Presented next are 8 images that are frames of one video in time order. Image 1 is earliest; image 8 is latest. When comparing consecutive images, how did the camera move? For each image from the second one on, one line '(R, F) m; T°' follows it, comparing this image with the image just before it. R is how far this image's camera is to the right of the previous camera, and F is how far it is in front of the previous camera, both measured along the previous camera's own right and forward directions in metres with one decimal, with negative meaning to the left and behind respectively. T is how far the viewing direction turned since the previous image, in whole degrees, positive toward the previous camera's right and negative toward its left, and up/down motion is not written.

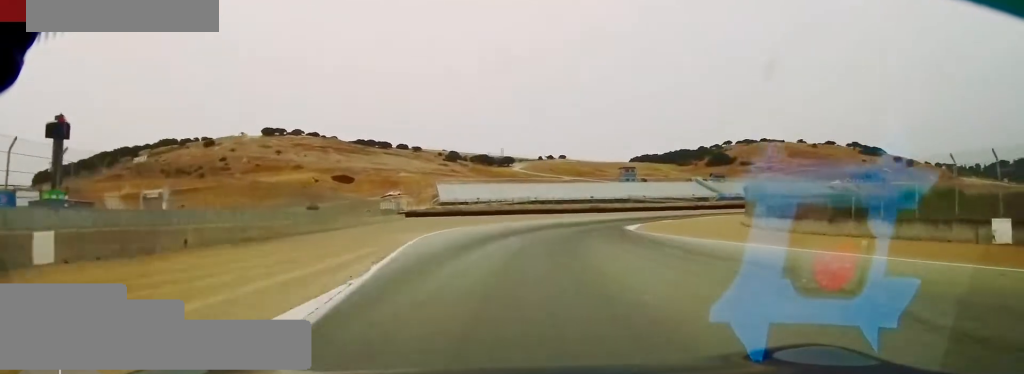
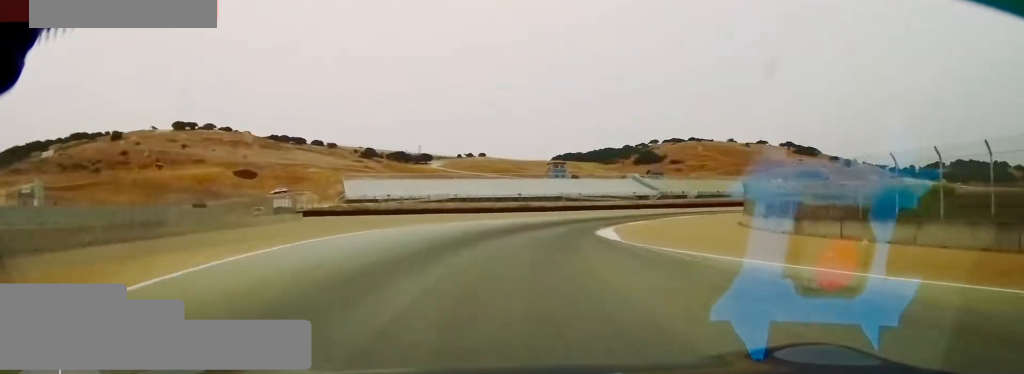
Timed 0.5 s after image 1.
(+0.5, +16.1) m; +2°
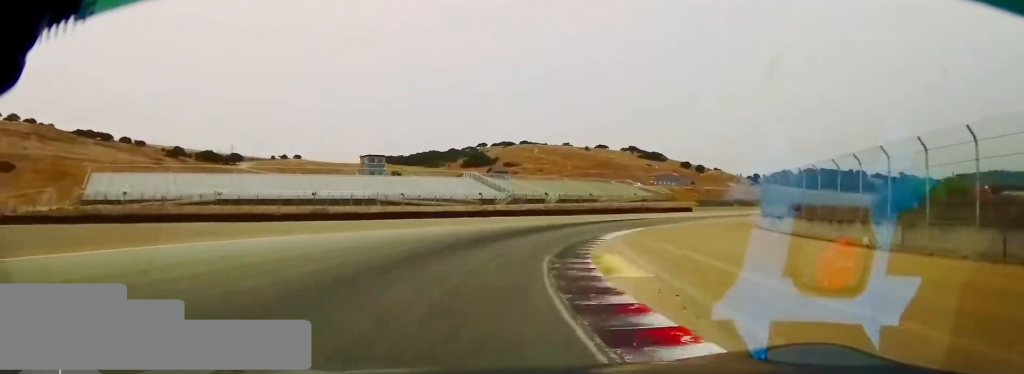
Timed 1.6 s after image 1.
(+2.0, +34.9) m; +17°
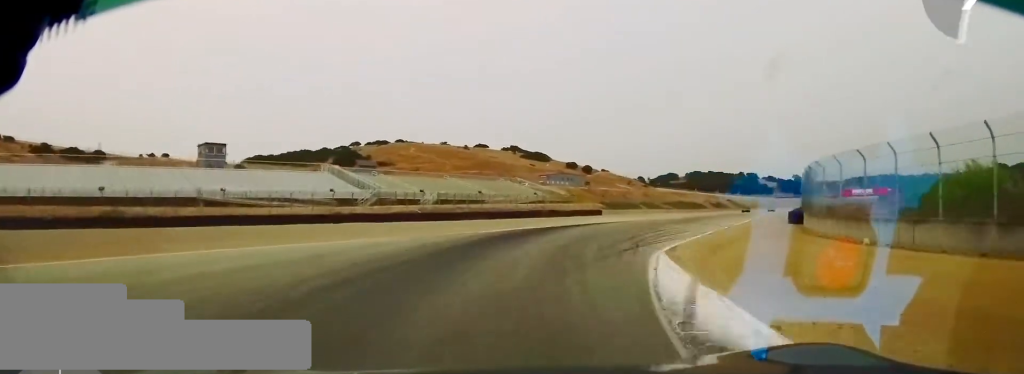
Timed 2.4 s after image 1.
(+4.2, +23.3) m; +18°
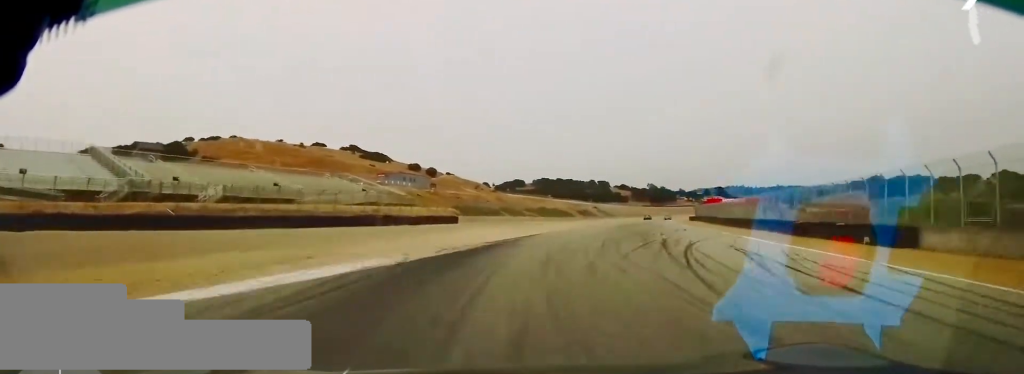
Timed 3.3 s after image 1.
(+4.7, +27.9) m; +20°
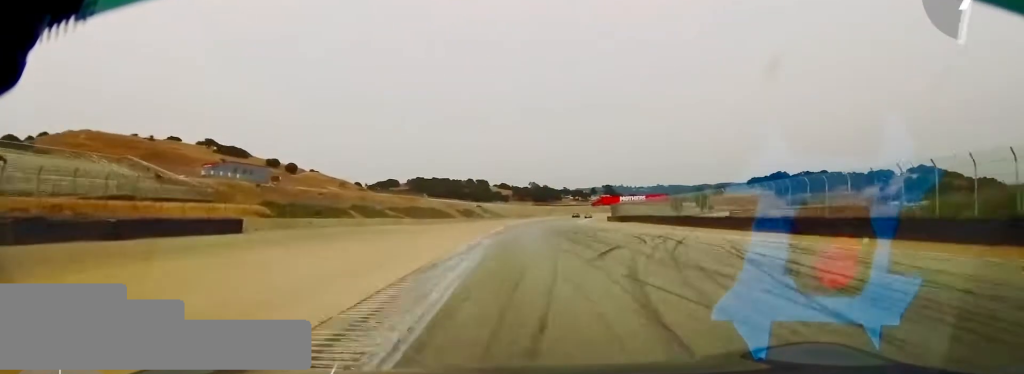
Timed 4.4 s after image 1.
(+7.8, +35.8) m; +15°
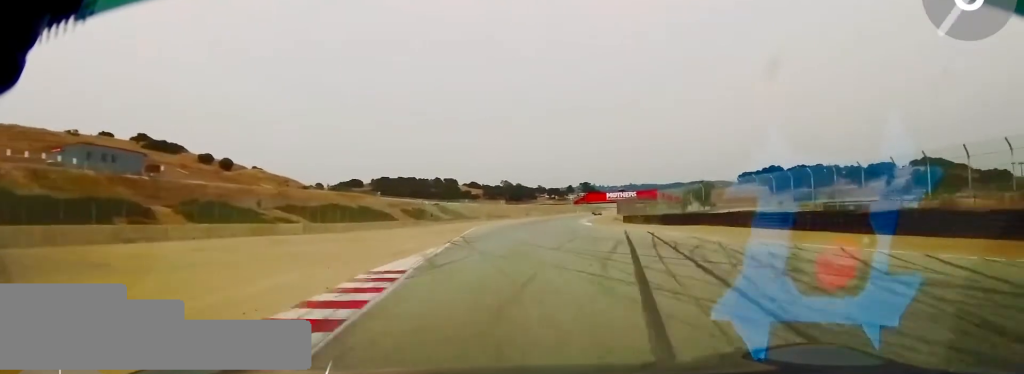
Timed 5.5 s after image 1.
(+0.4, +40.2) m; +2°
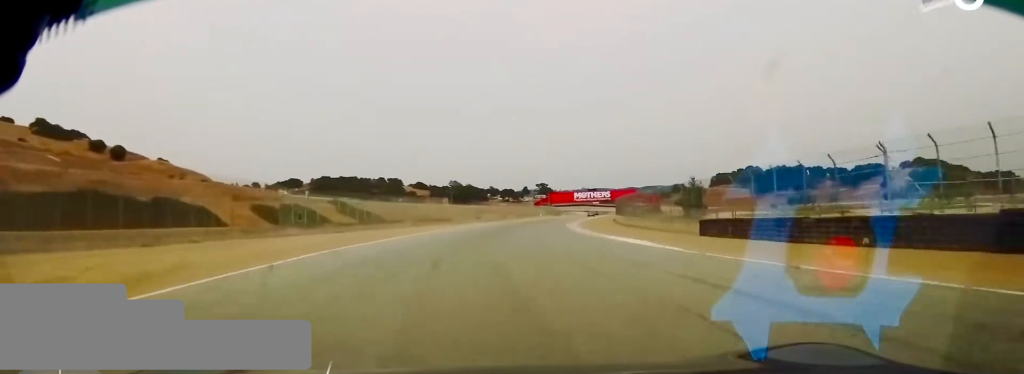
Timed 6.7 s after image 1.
(+1.6, +44.4) m; +4°
